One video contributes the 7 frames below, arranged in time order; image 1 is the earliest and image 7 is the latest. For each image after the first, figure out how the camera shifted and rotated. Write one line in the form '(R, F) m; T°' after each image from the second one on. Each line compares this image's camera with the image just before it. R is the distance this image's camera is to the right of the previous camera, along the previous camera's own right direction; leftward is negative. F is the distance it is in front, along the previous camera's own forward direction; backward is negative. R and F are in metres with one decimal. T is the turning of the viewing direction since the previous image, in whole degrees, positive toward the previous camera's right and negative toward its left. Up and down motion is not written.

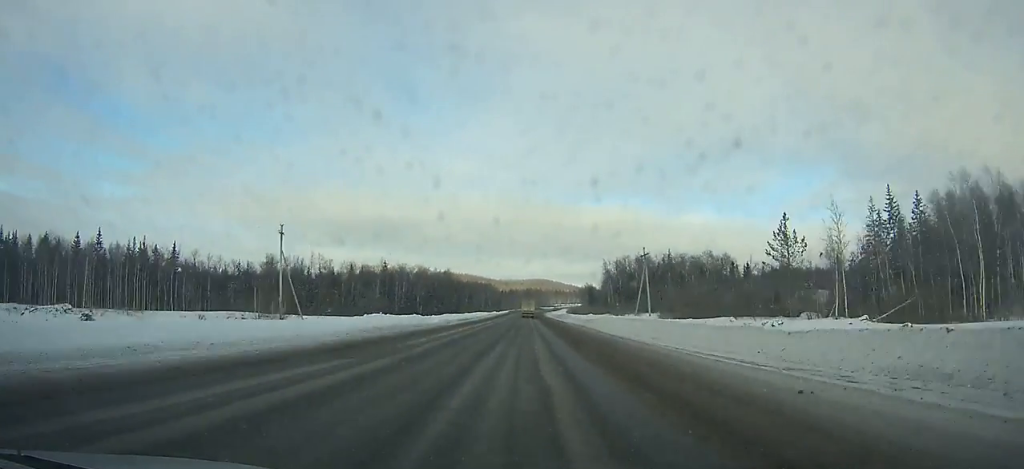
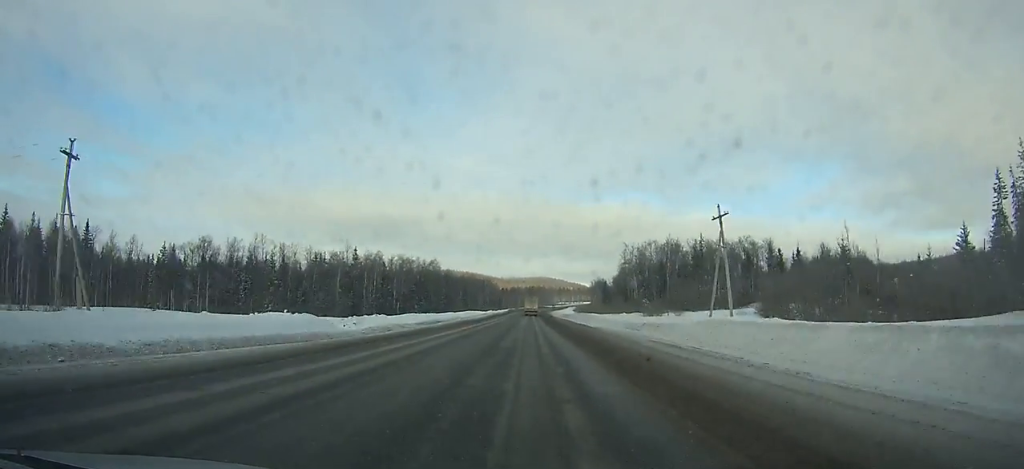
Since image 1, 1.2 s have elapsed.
(0.0, +31.7) m; 0°
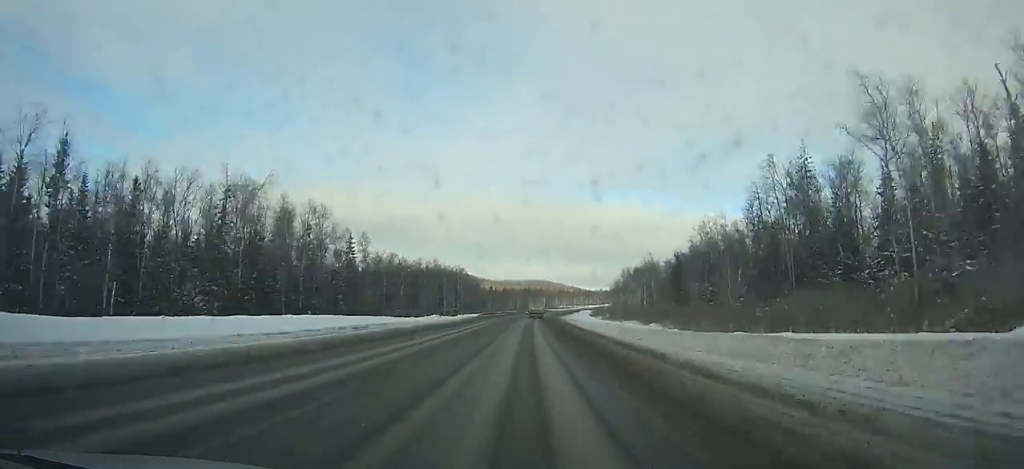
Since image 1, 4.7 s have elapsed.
(+0.3, +93.1) m; +1°
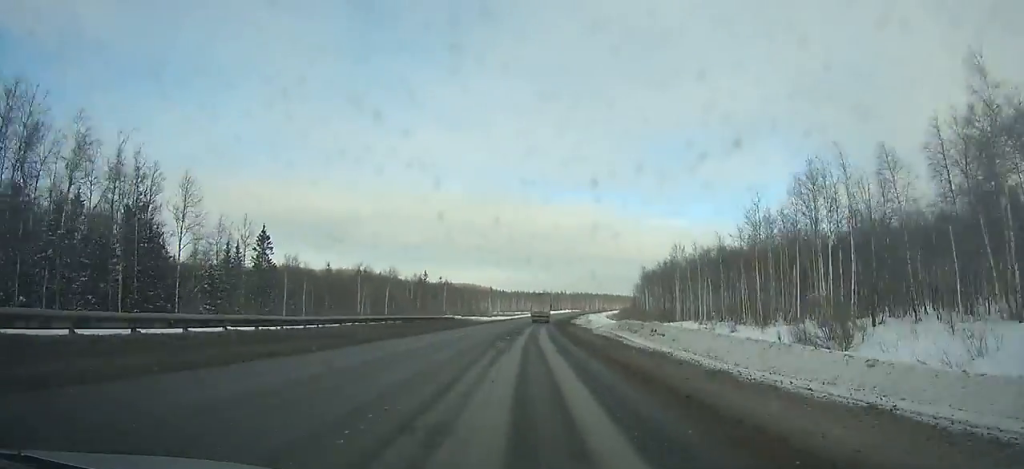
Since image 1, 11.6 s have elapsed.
(+7.7, +182.1) m; +6°
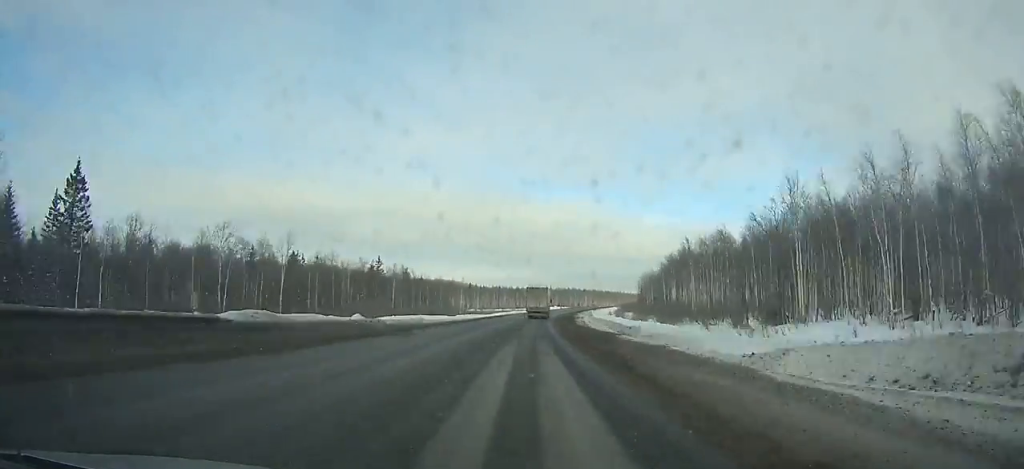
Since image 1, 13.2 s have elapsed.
(+0.5, +41.4) m; +2°
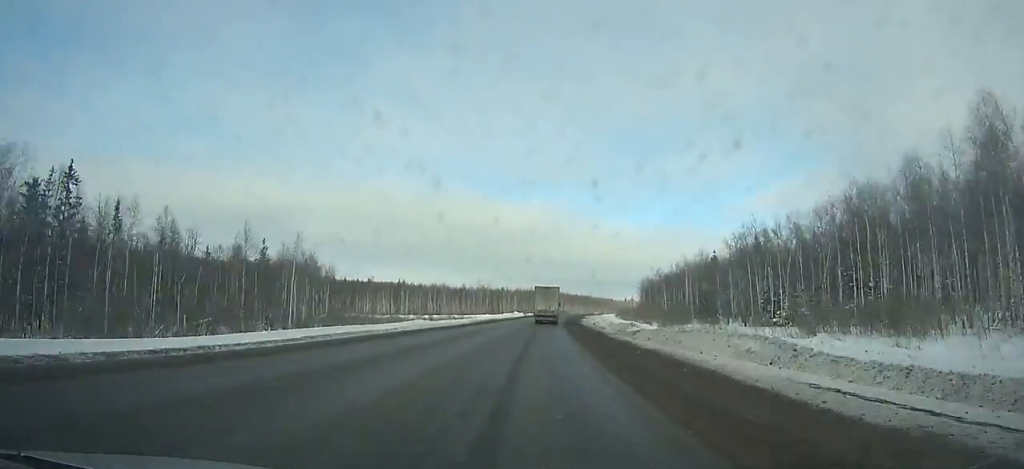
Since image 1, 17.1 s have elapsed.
(+4.2, +96.8) m; +5°
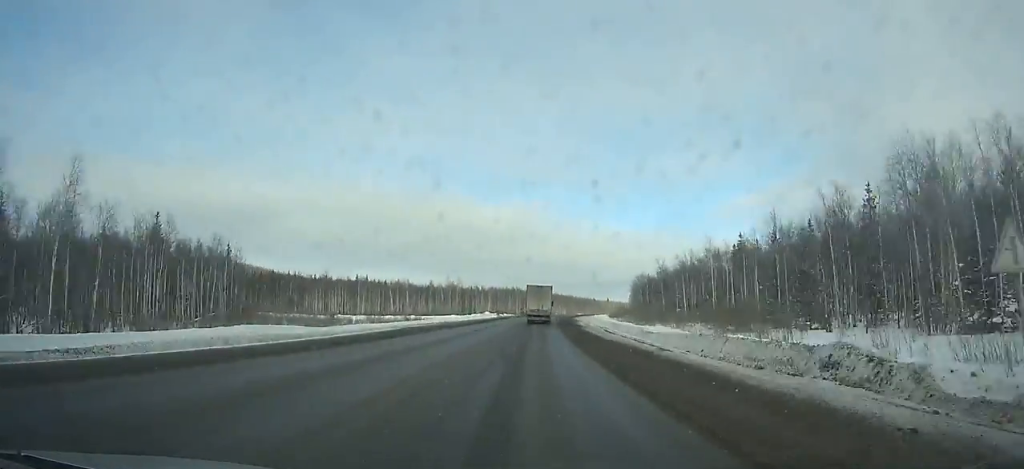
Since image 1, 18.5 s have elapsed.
(+0.7, +33.7) m; +2°
